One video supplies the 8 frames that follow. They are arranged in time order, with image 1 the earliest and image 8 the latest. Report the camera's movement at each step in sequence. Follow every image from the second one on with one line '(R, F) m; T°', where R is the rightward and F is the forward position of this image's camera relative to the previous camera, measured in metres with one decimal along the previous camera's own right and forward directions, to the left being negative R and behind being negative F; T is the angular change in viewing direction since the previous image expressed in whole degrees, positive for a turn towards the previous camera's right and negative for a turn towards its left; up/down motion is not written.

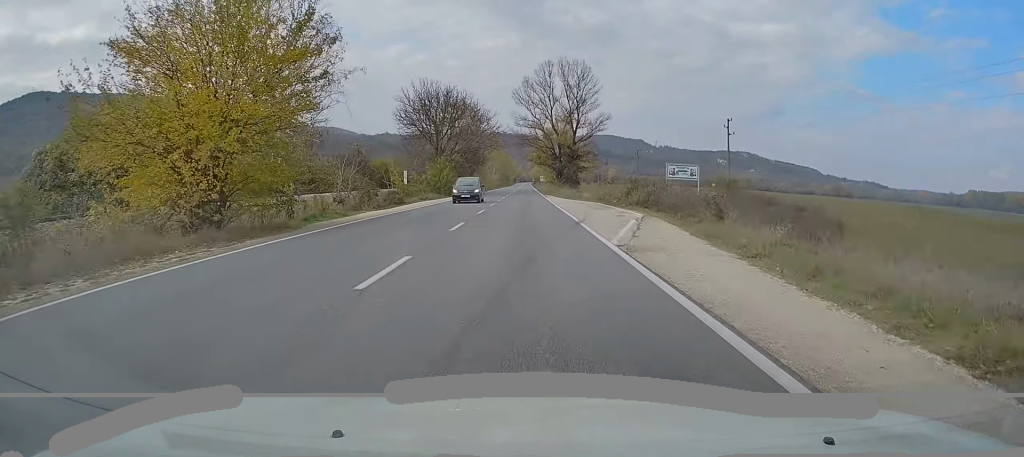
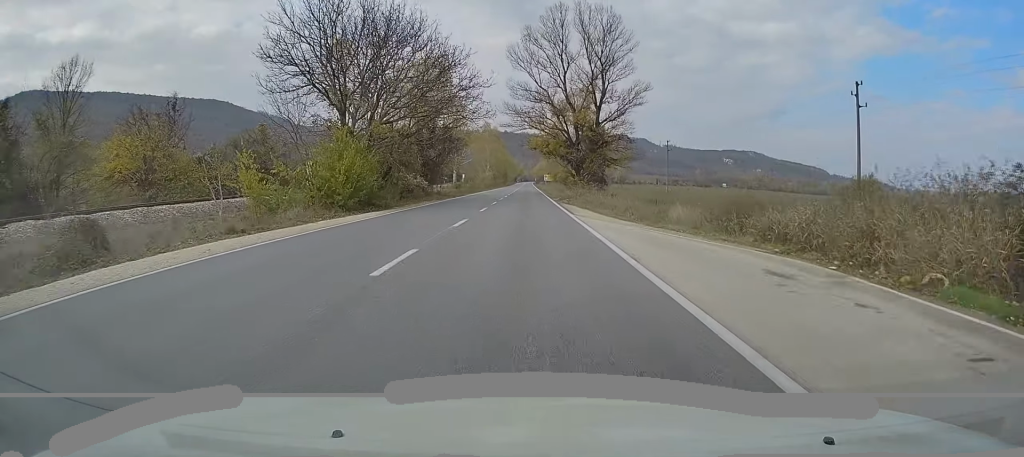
(0.0, +34.8) m; 0°
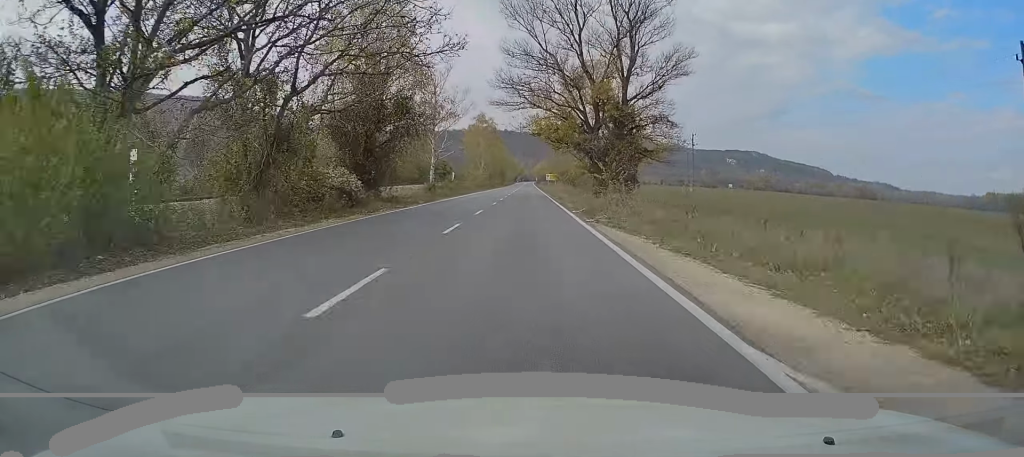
(-0.1, +20.6) m; 0°
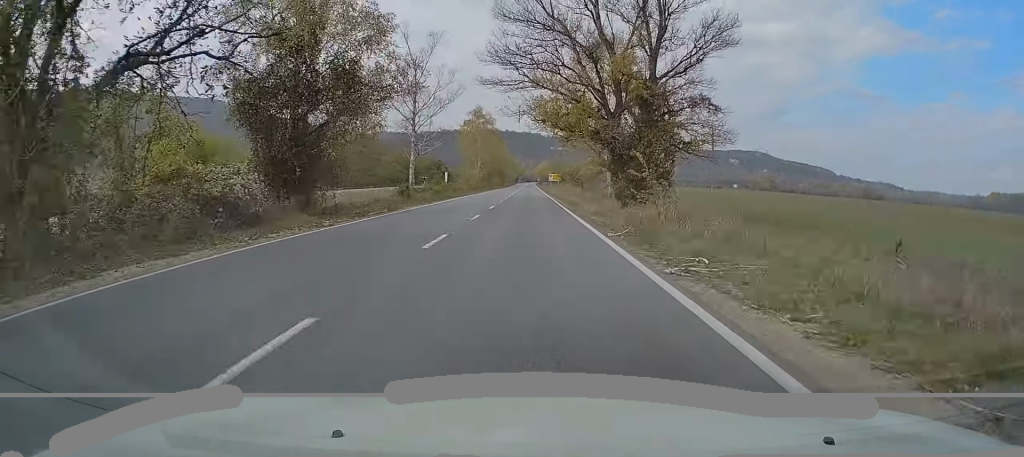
(0.0, +12.0) m; 0°
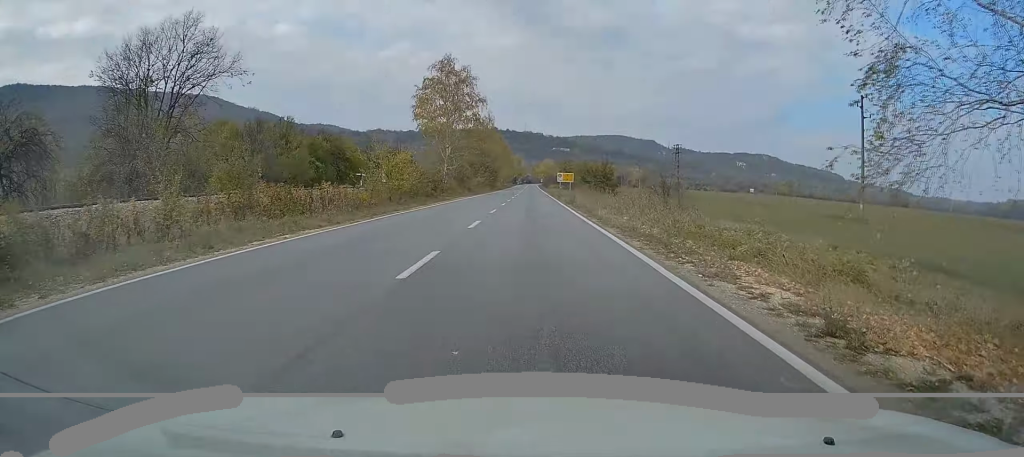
(0.0, +48.2) m; +1°
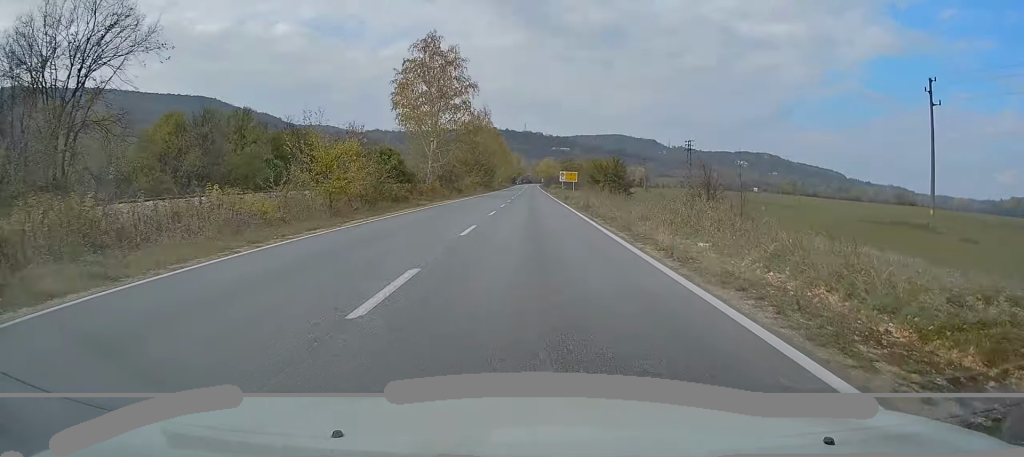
(+0.2, +11.3) m; 0°
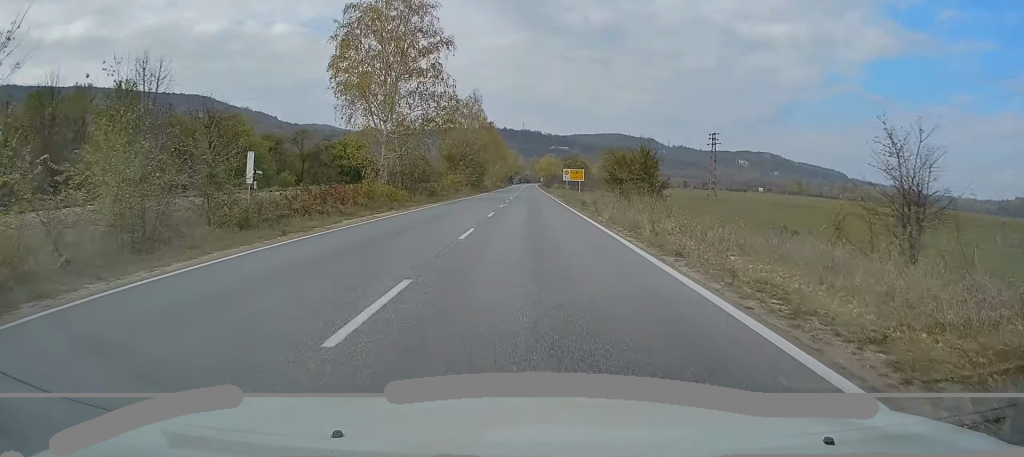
(+0.1, +19.1) m; 0°
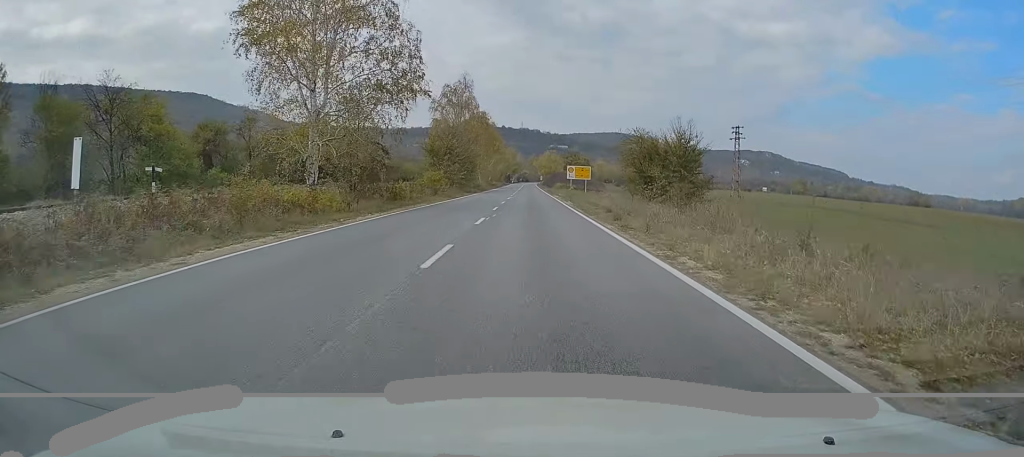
(-0.2, +13.8) m; 0°
